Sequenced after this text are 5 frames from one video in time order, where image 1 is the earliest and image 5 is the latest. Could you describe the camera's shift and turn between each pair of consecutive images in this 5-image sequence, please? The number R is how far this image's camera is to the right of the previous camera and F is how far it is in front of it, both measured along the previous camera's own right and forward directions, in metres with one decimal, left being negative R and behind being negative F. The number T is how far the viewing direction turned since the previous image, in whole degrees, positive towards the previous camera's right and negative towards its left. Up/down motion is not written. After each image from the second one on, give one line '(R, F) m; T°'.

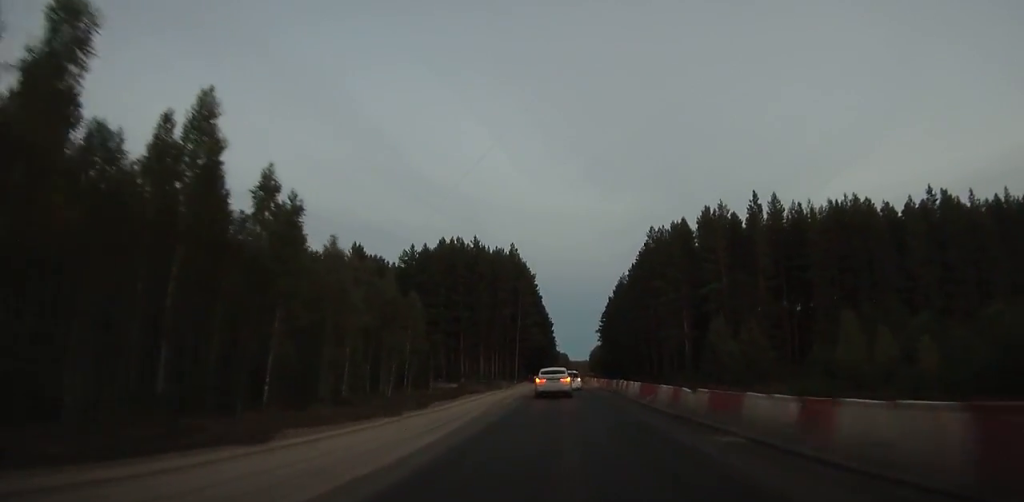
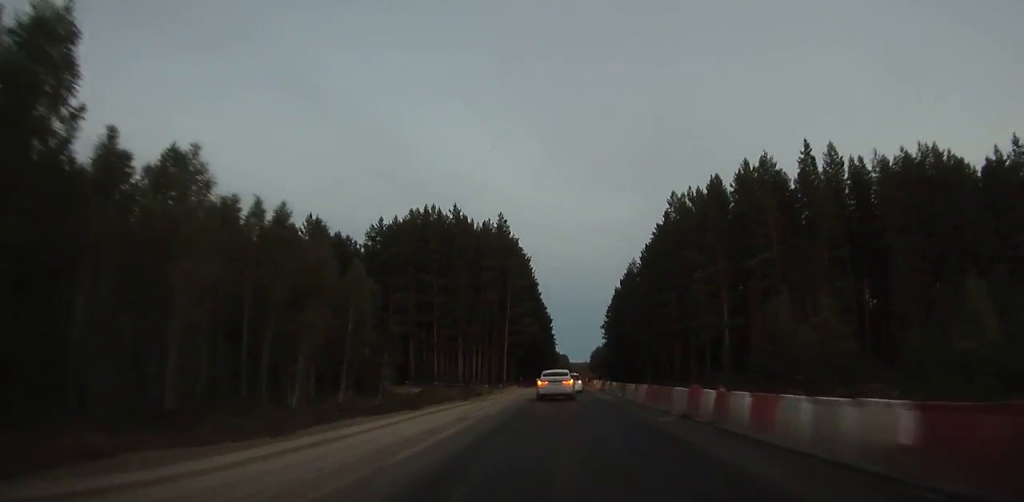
(-0.2, +18.5) m; 0°
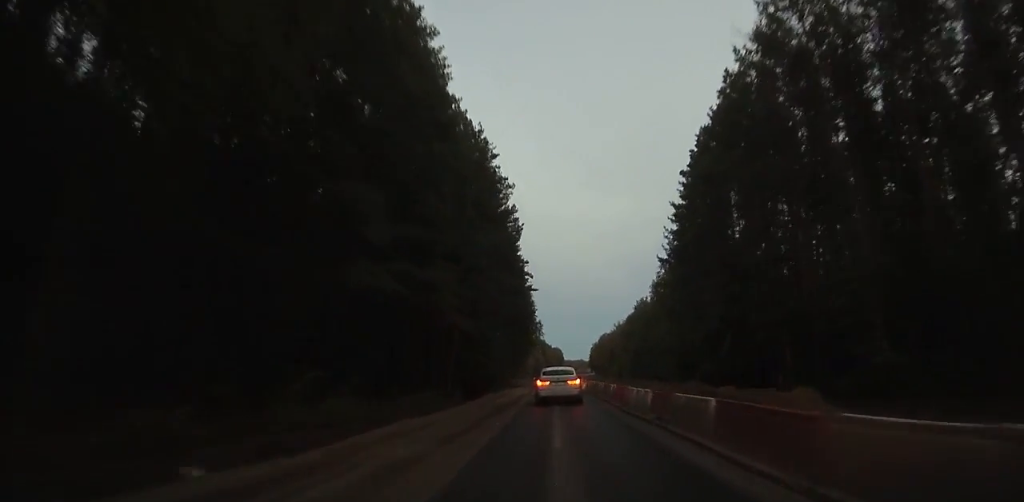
(+0.2, +101.0) m; 0°
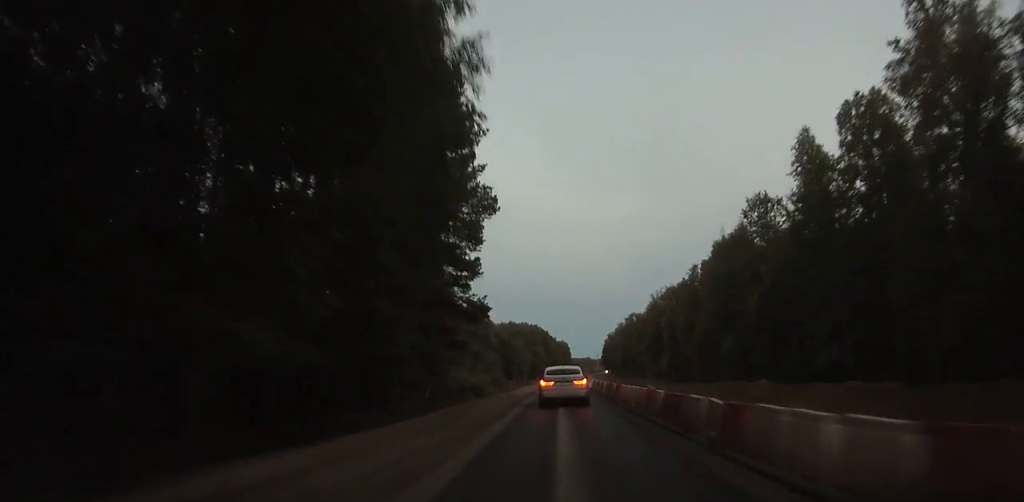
(+0.2, +70.0) m; -1°
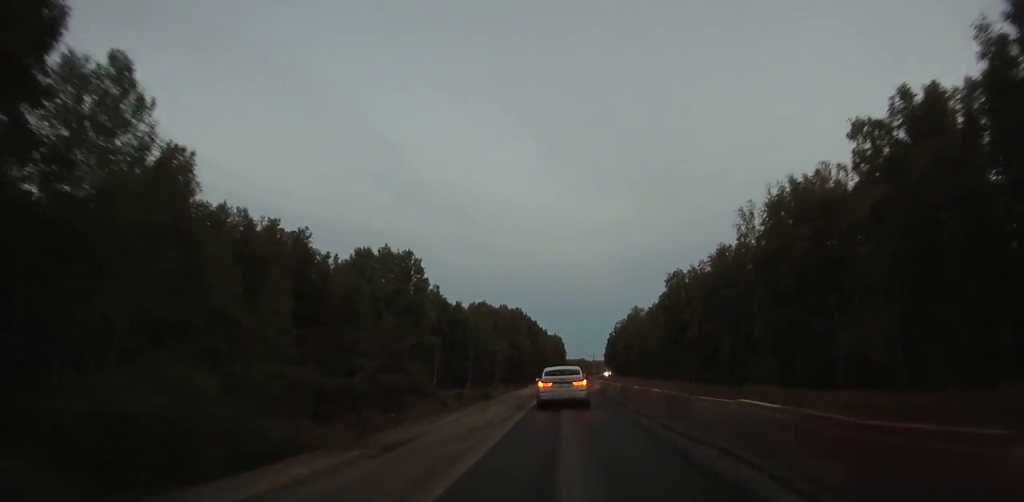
(-0.1, +66.8) m; +1°
